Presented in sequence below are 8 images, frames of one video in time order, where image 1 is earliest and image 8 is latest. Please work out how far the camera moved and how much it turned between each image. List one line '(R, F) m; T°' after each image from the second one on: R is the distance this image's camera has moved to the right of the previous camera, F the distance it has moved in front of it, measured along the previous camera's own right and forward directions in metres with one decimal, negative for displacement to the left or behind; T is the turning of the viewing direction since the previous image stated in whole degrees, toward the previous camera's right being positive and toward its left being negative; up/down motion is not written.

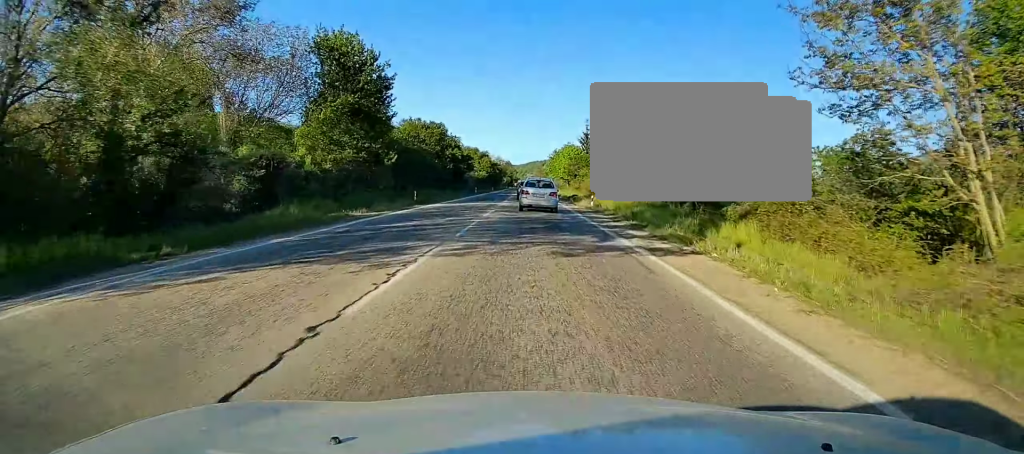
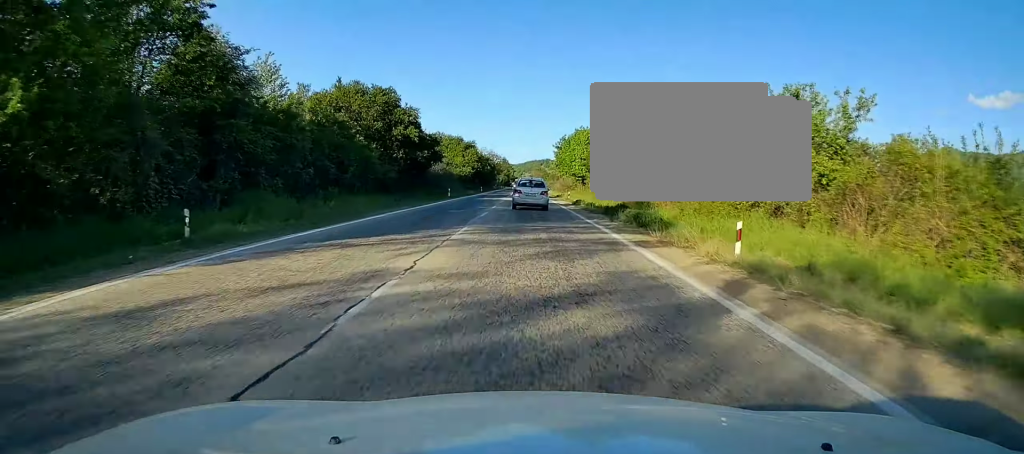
(-0.2, +30.1) m; 0°
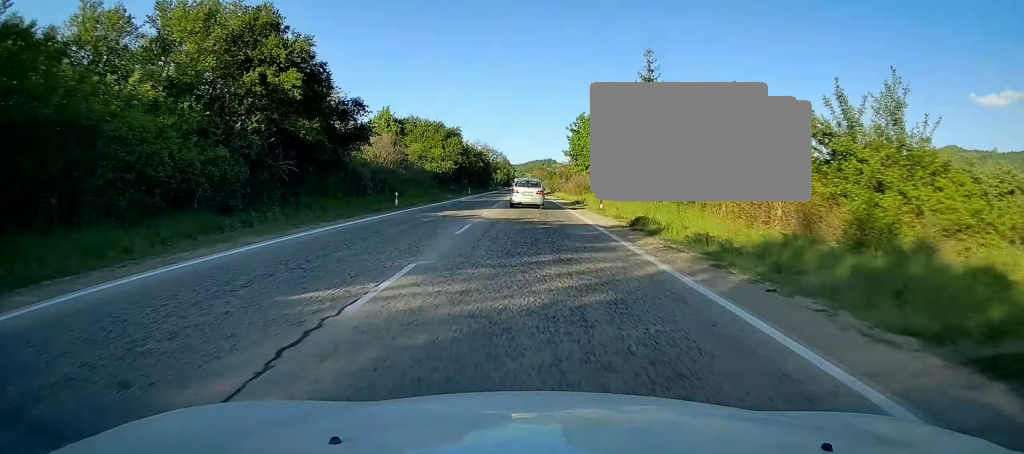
(+0.1, +26.0) m; 0°
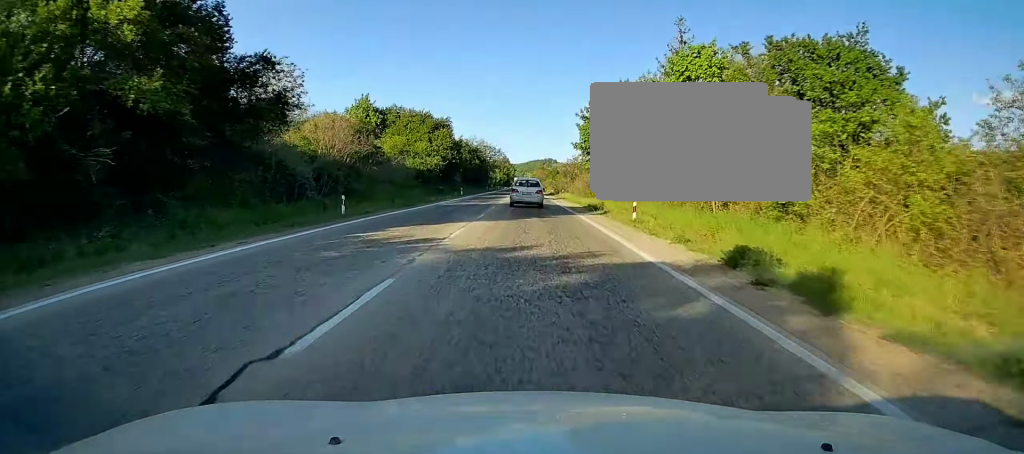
(-0.2, +10.9) m; 0°
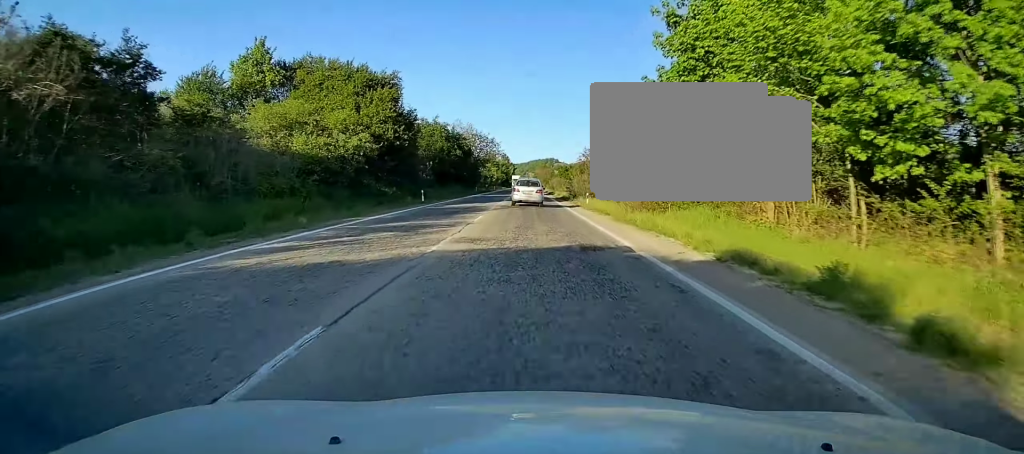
(+0.4, +28.8) m; 0°
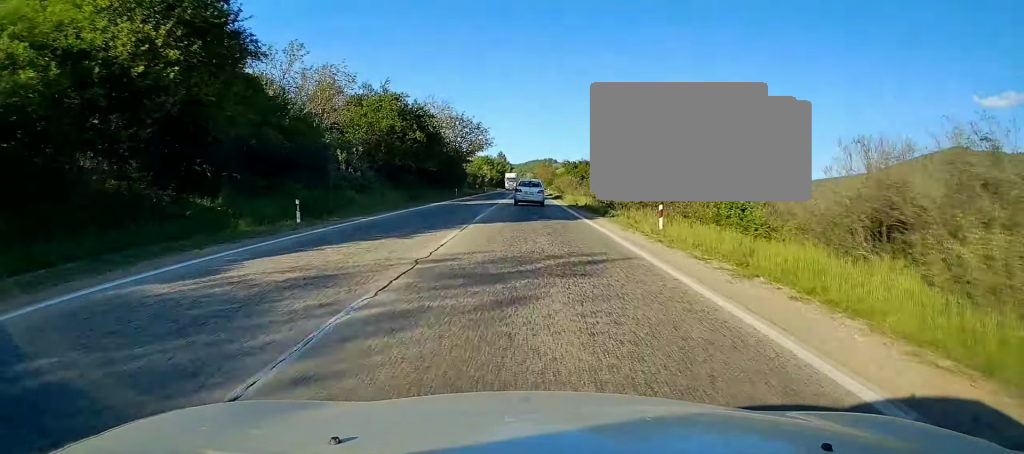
(-0.4, +25.4) m; 0°
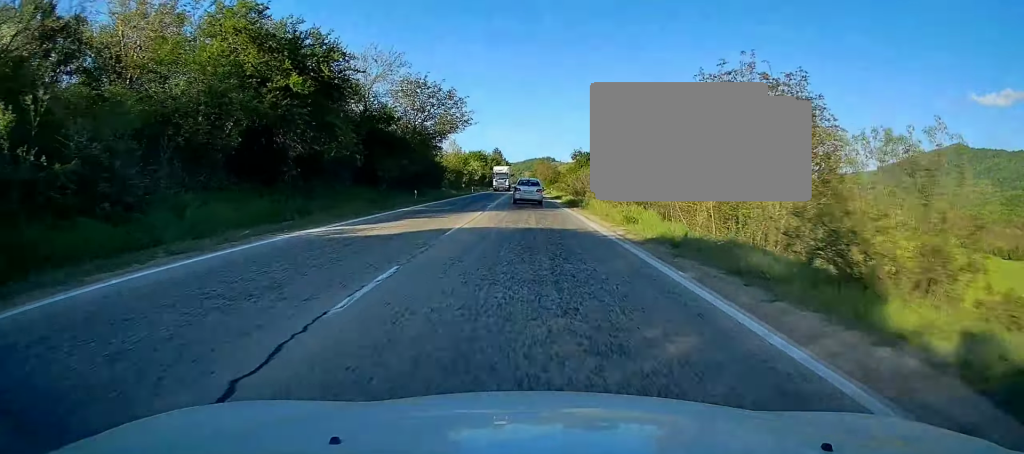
(+0.4, +24.7) m; 0°
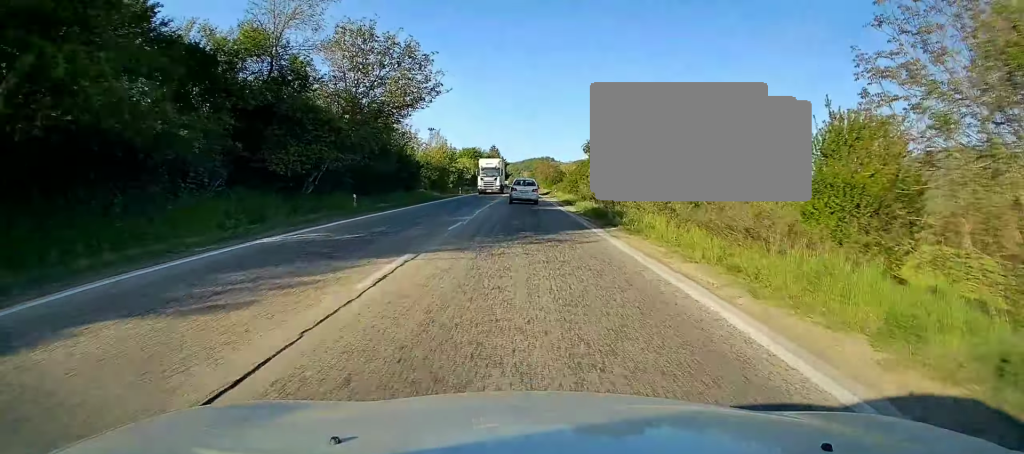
(-0.1, +16.3) m; 0°
